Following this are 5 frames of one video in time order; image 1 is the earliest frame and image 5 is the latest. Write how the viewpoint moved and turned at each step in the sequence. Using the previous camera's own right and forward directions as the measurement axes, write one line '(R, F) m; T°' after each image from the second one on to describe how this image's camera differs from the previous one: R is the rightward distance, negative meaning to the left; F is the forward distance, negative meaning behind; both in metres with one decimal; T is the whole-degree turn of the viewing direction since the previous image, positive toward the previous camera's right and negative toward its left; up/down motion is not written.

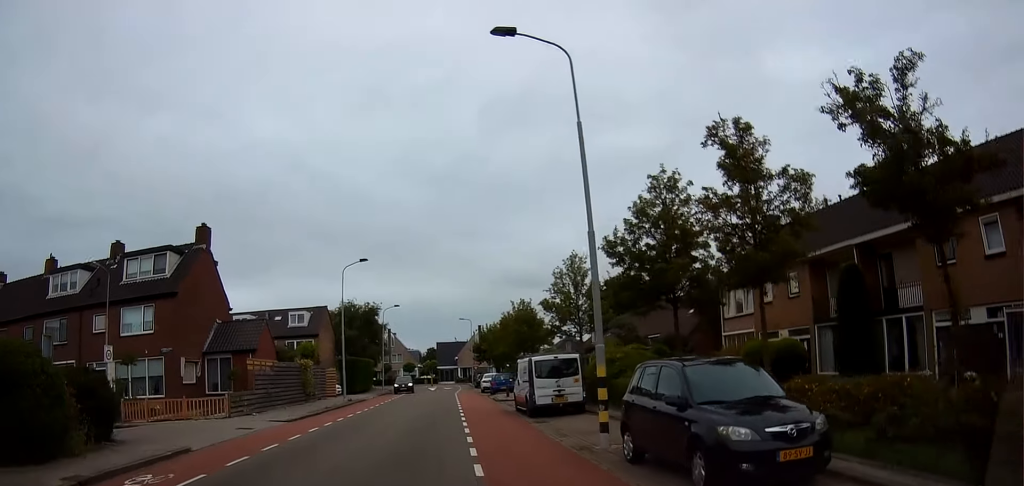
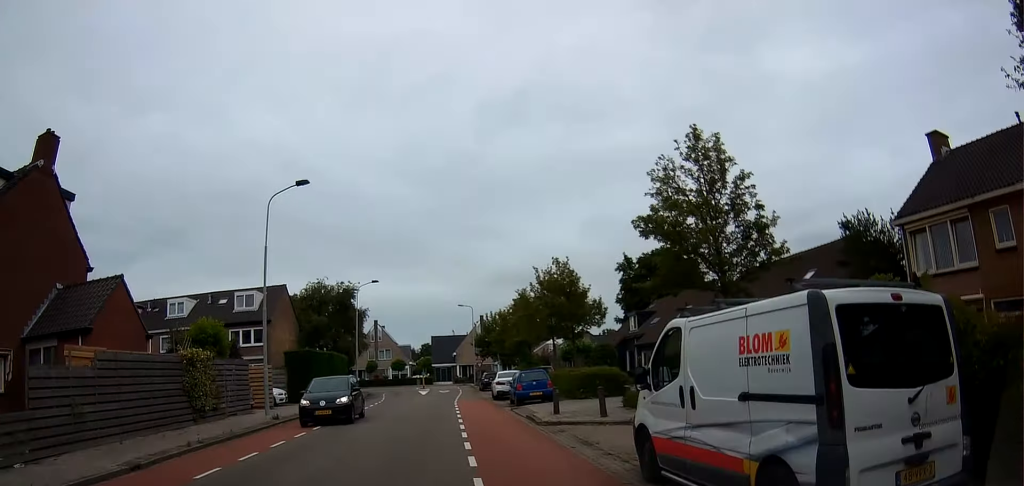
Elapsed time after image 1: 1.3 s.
(+0.2, +15.8) m; +1°
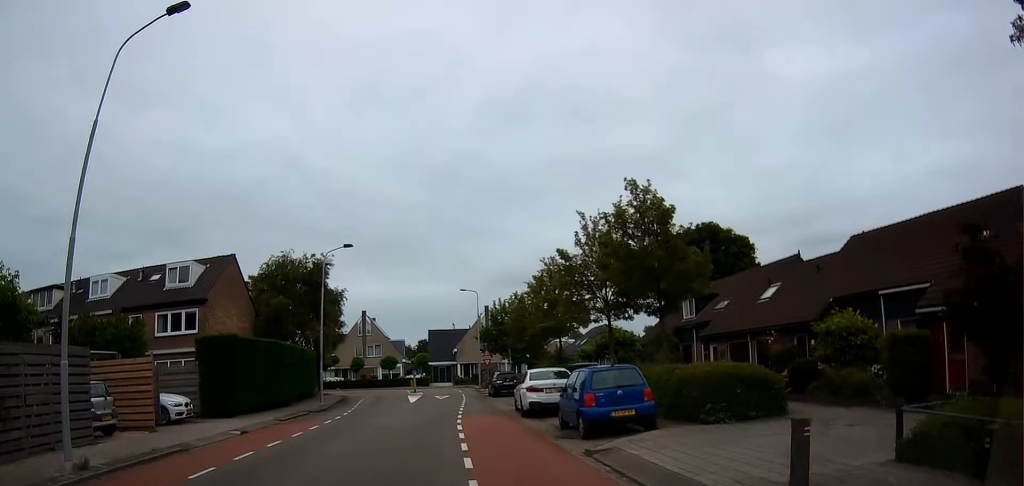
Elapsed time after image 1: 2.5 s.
(-0.1, +12.6) m; -2°
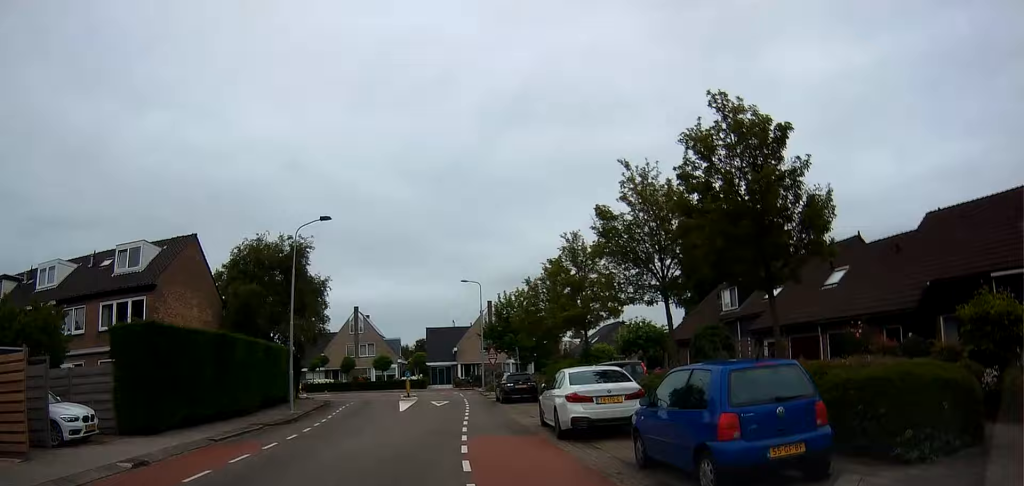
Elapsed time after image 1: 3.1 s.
(-0.1, +6.3) m; -1°
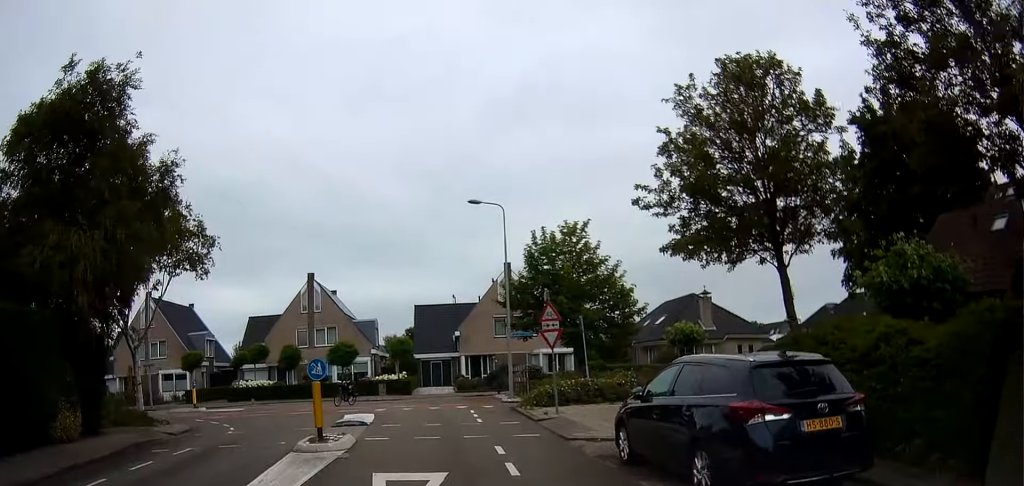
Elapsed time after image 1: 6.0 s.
(+0.9, +24.5) m; +3°
